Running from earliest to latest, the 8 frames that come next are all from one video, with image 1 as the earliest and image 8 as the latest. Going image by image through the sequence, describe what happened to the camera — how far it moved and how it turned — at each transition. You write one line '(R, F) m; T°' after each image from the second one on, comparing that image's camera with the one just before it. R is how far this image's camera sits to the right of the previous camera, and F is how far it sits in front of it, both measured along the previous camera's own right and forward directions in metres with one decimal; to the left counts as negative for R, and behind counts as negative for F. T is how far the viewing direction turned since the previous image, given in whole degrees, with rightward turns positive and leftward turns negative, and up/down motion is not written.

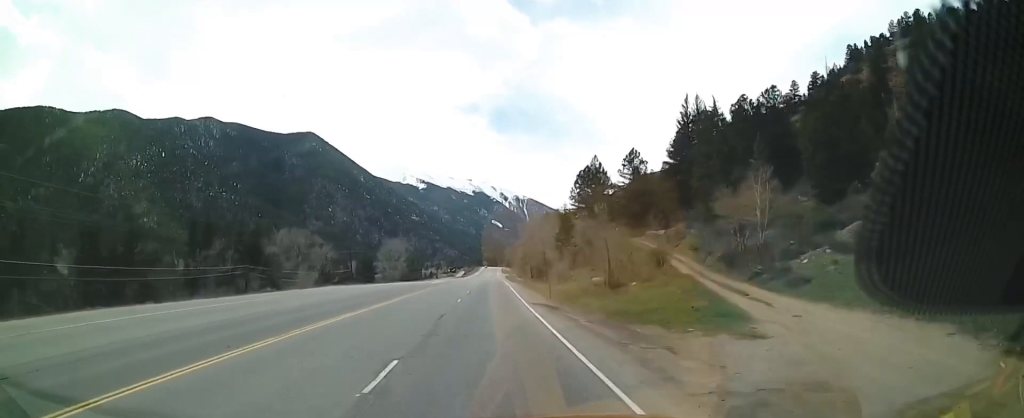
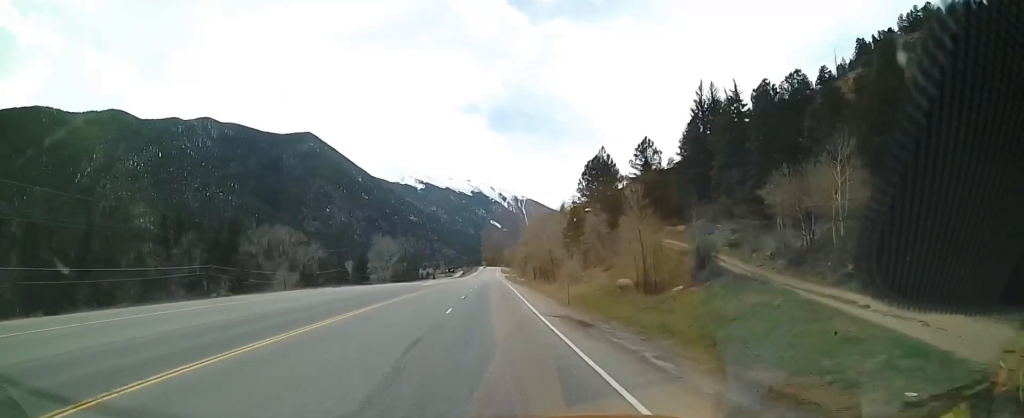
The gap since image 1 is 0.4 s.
(-0.1, +8.8) m; +1°
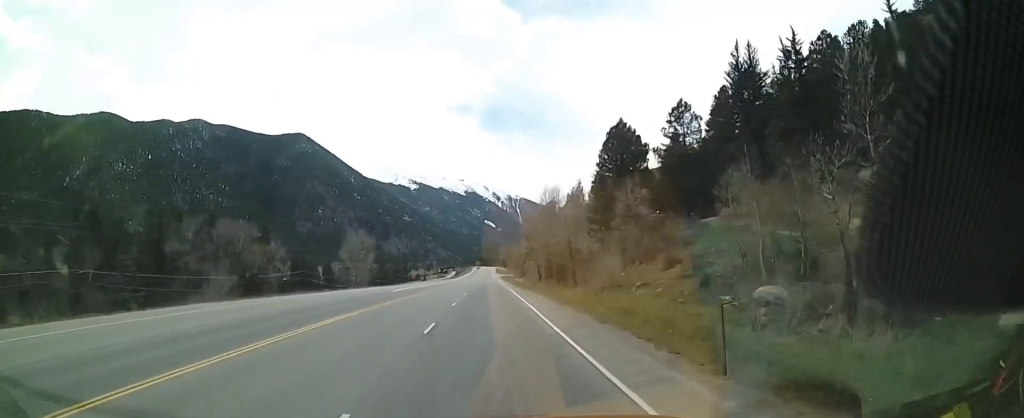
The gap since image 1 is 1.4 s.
(+0.4, +19.8) m; 0°
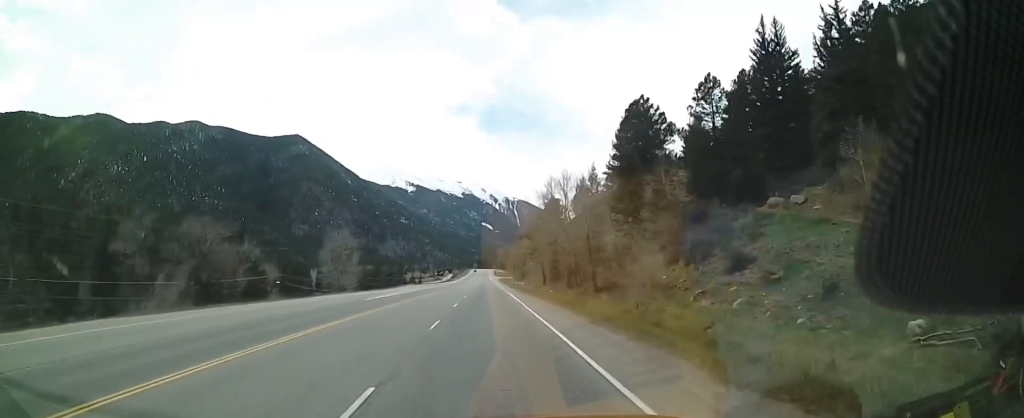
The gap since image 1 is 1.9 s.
(+0.1, +10.2) m; 0°
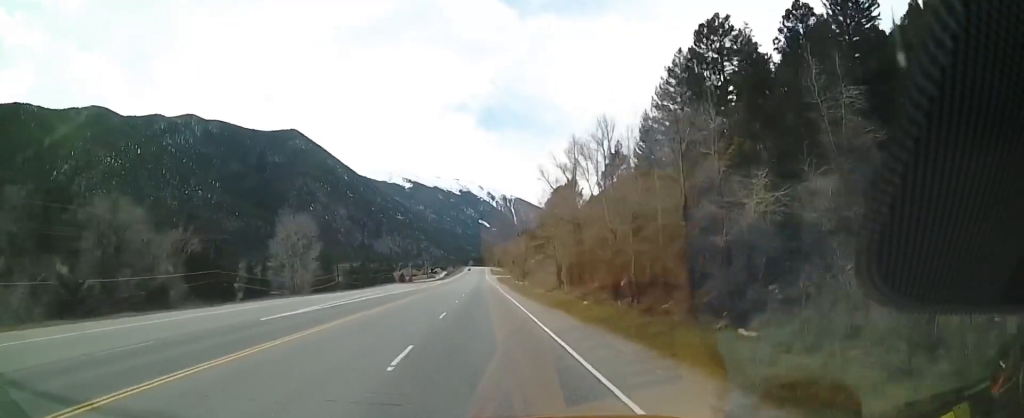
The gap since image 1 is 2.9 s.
(-0.4, +19.8) m; 0°
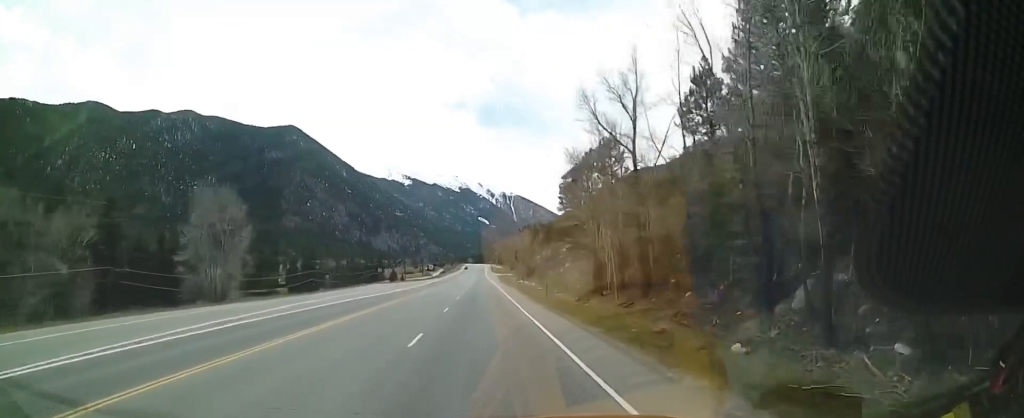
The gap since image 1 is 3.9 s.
(+0.5, +21.3) m; +1°
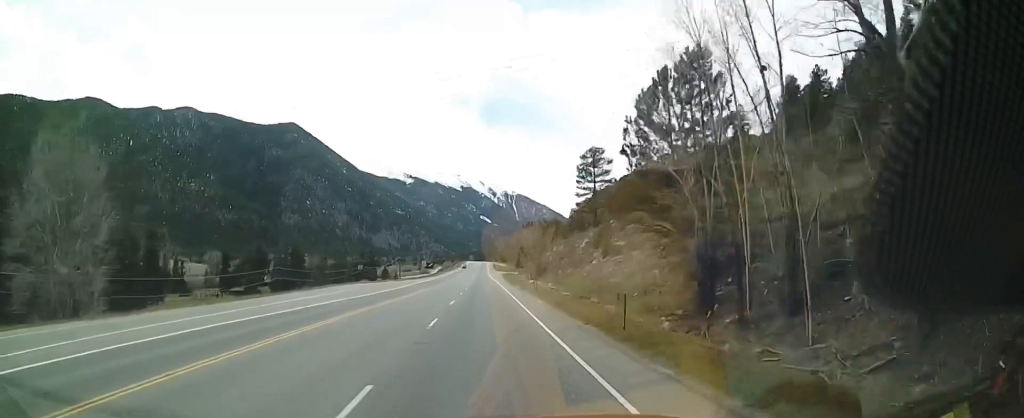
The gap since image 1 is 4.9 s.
(0.0, +20.7) m; 0°
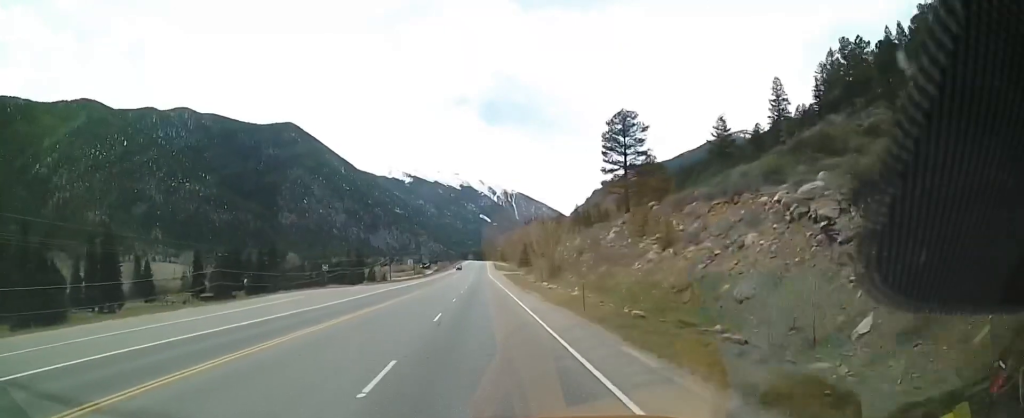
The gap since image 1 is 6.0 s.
(+0.1, +22.3) m; +1°
